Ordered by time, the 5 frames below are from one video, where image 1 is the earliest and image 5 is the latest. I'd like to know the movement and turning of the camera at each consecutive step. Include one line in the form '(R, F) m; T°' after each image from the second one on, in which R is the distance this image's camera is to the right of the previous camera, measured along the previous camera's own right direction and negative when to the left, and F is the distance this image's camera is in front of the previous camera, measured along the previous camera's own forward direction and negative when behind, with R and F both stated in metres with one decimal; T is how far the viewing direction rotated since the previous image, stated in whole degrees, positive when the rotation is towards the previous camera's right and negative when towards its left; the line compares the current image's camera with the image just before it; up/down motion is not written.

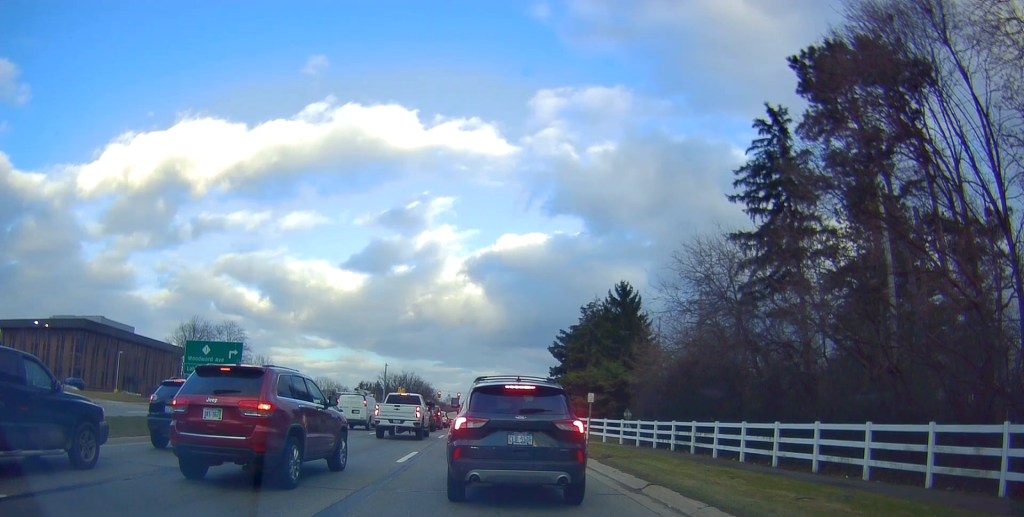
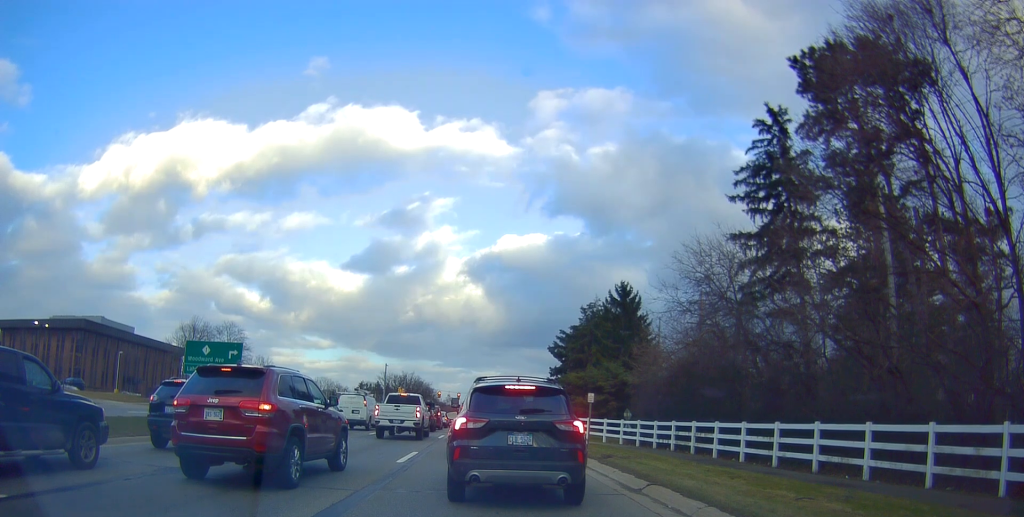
(0.0, 0.0) m; 0°
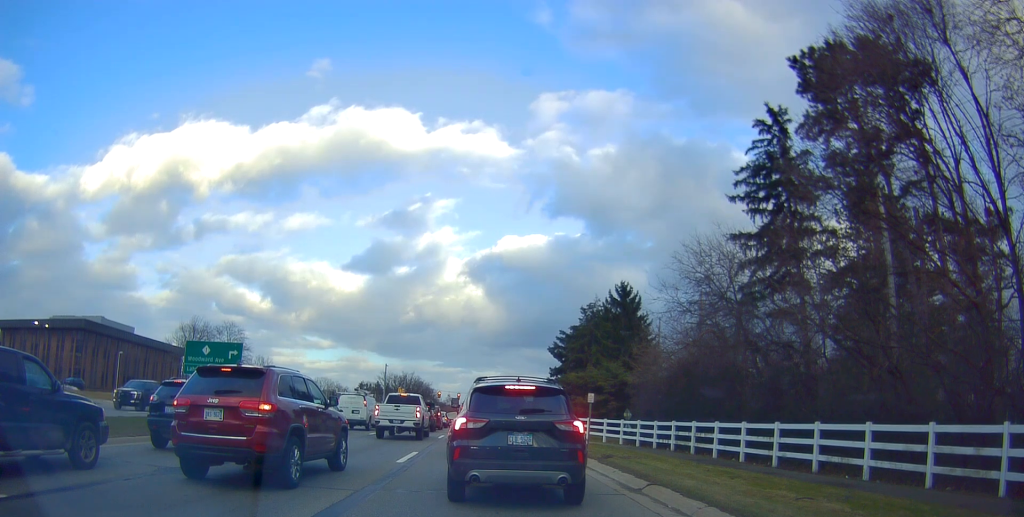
(0.0, 0.0) m; 0°
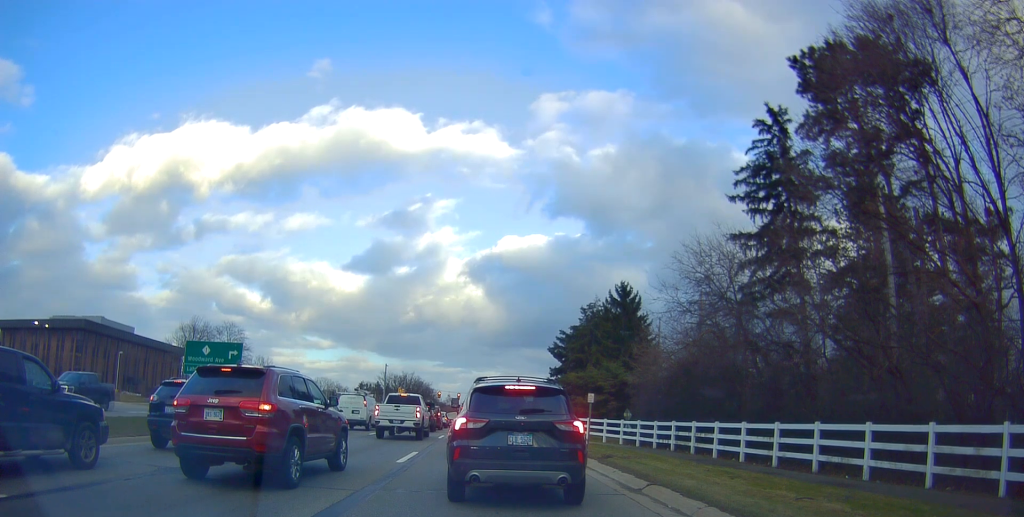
(0.0, 0.0) m; 0°
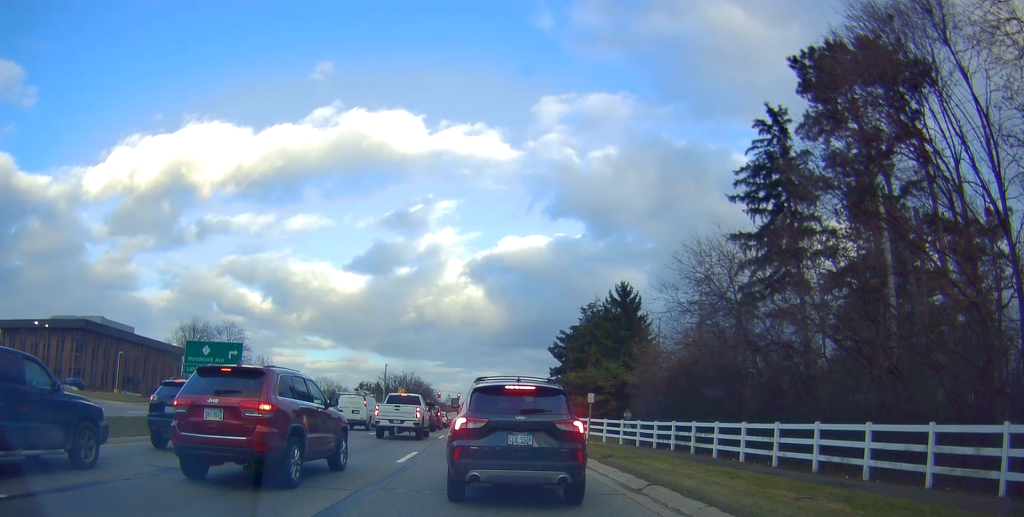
(0.0, 0.0) m; 0°
